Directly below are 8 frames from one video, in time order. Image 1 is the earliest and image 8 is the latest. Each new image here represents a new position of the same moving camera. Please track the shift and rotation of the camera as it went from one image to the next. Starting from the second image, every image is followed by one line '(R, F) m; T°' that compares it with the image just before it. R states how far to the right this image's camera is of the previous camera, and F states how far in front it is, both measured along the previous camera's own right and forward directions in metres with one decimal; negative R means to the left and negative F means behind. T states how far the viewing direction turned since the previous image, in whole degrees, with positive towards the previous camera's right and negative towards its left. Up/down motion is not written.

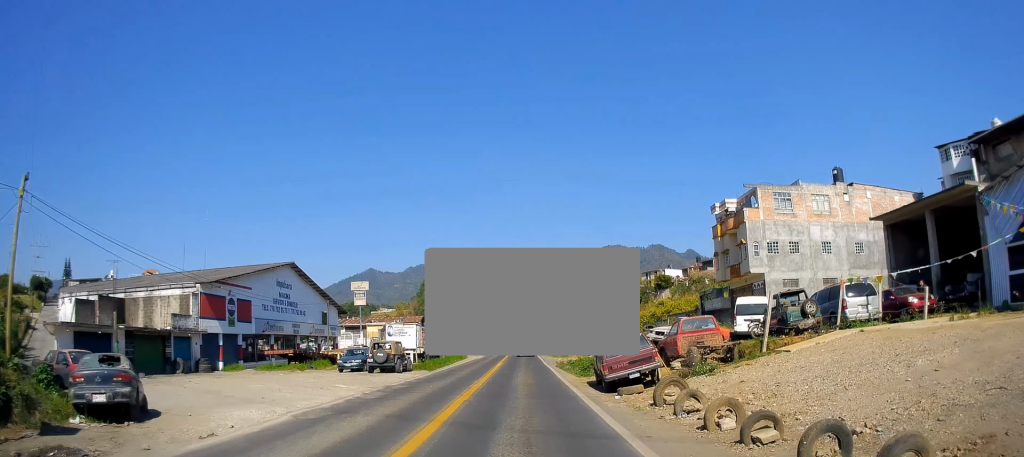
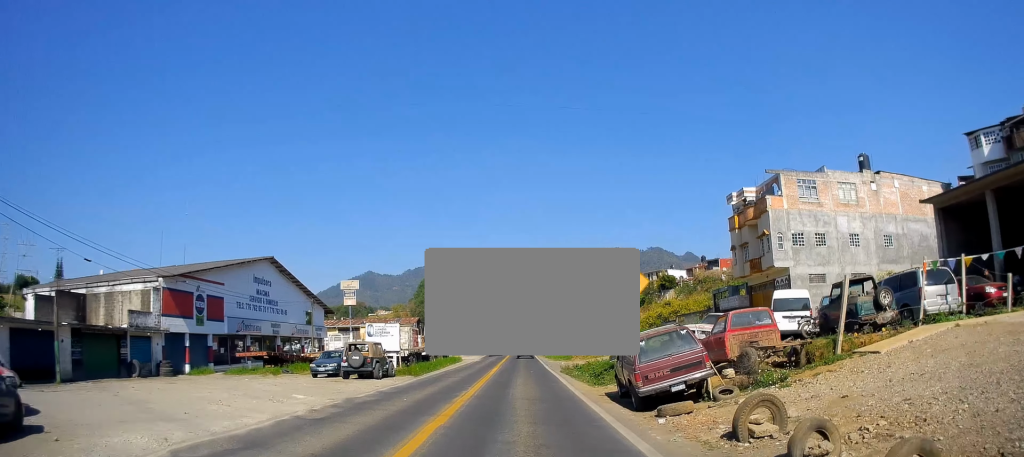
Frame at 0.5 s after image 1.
(0.0, +4.6) m; 0°
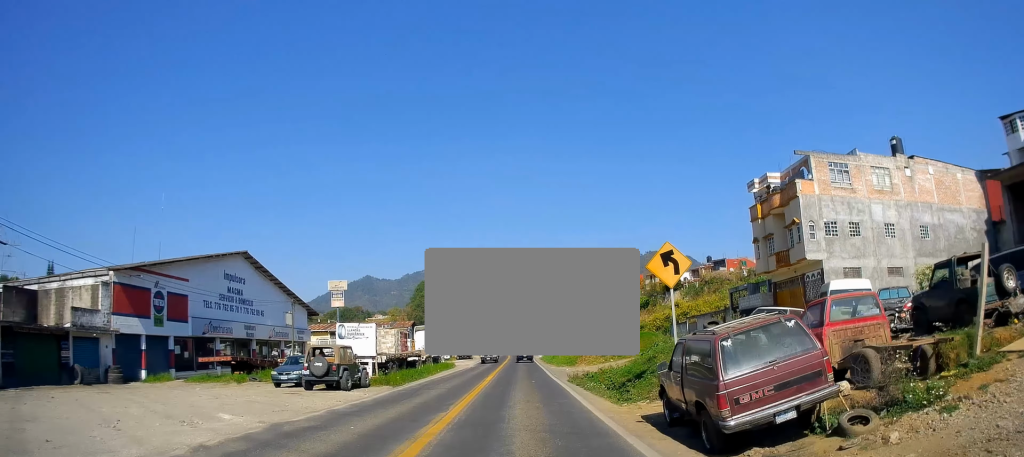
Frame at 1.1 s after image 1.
(0.0, +5.0) m; 0°
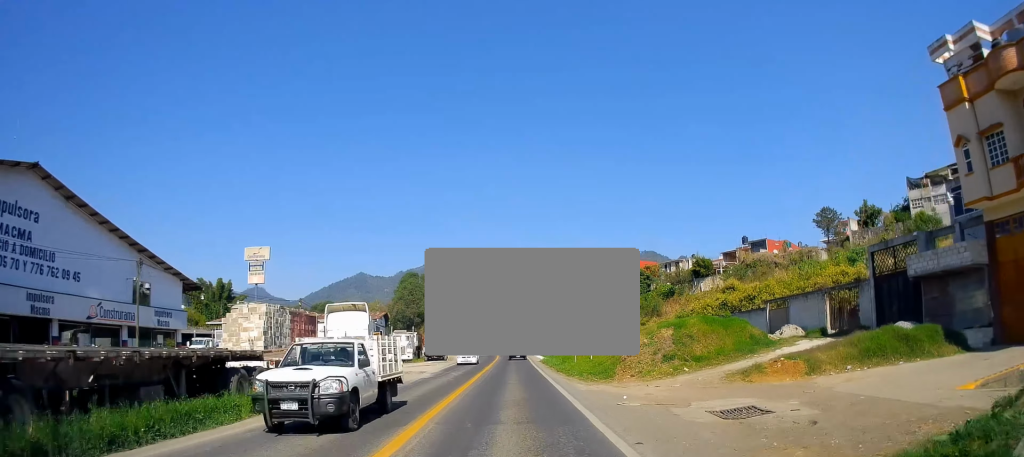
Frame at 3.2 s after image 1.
(0.0, +23.8) m; -1°
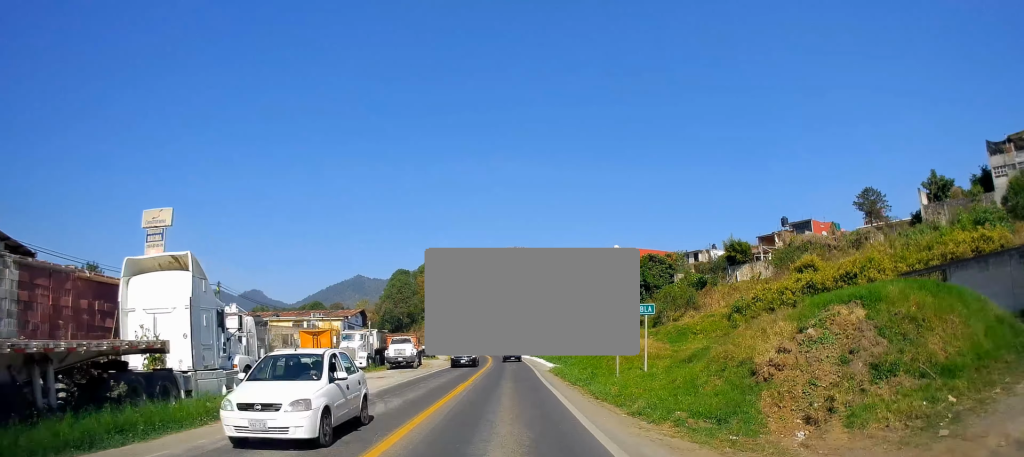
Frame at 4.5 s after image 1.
(-0.1, +17.4) m; 0°
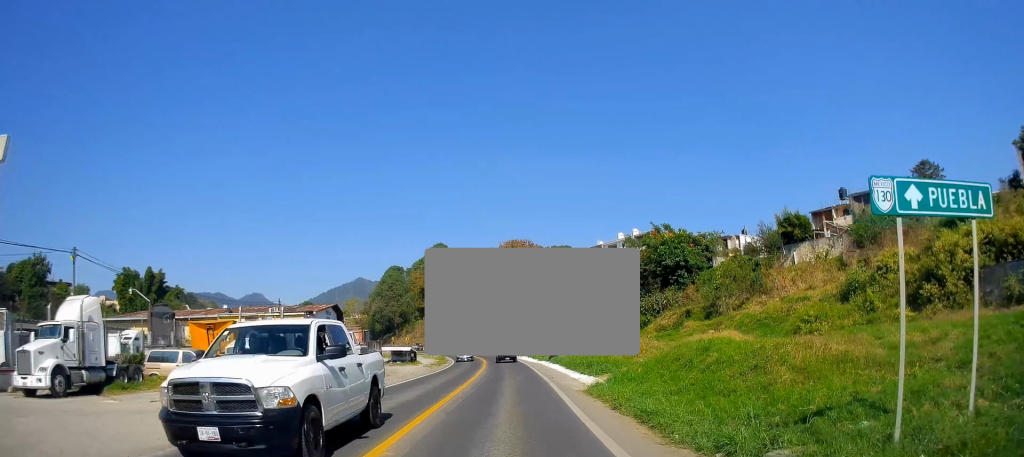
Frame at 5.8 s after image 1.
(+0.2, +17.5) m; +1°
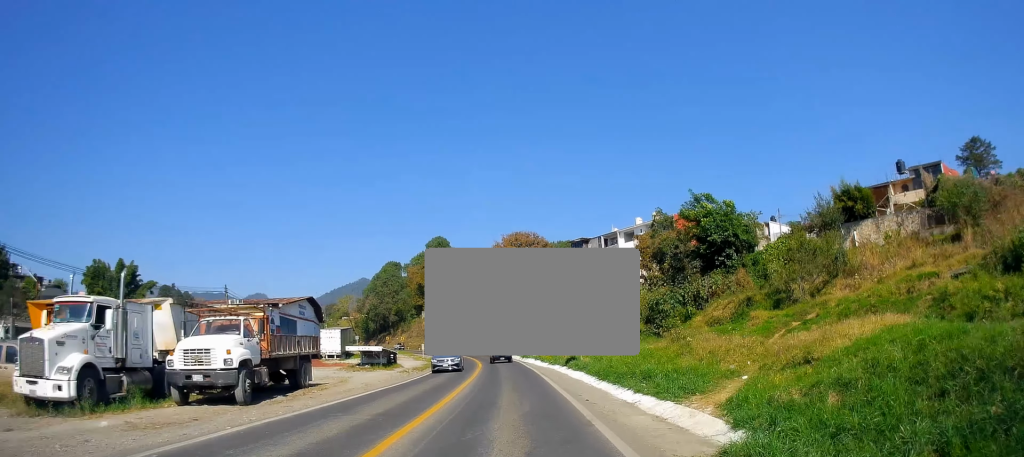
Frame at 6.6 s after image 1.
(0.0, +12.2) m; -1°
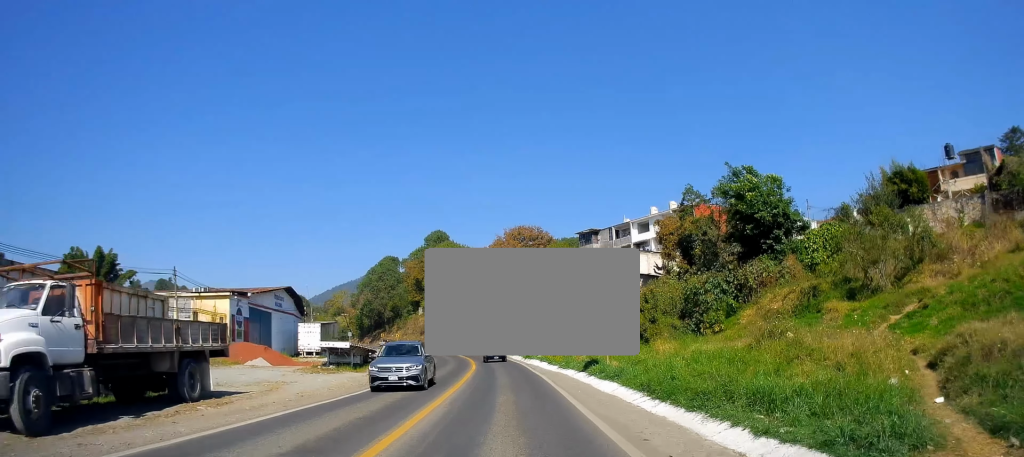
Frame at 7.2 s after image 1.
(+0.1, +7.6) m; -1°
